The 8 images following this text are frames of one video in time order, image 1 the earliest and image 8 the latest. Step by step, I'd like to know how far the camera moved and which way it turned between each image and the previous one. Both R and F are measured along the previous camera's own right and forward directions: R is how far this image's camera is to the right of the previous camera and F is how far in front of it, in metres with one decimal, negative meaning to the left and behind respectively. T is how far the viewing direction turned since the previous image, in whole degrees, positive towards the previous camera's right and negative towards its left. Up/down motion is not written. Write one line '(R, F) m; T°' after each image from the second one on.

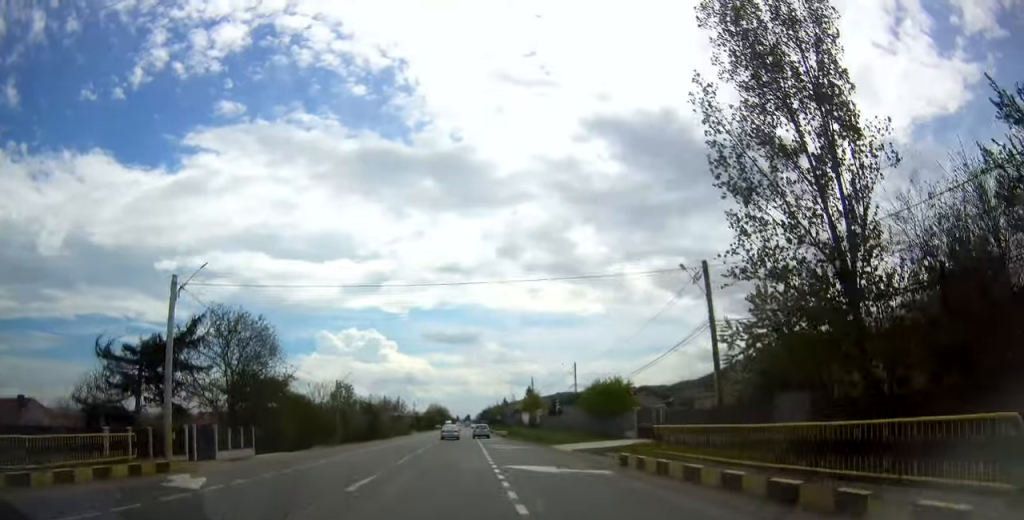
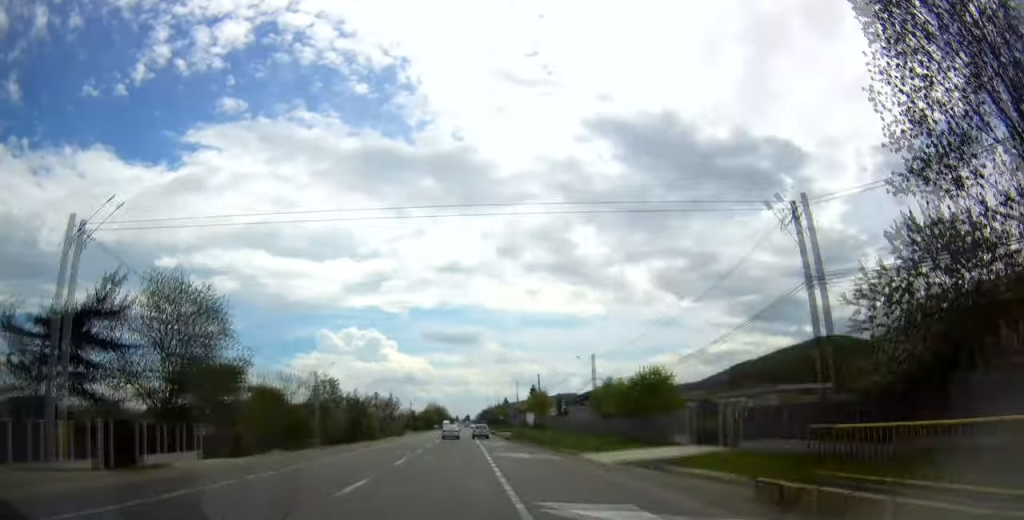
(+0.1, +9.8) m; +1°
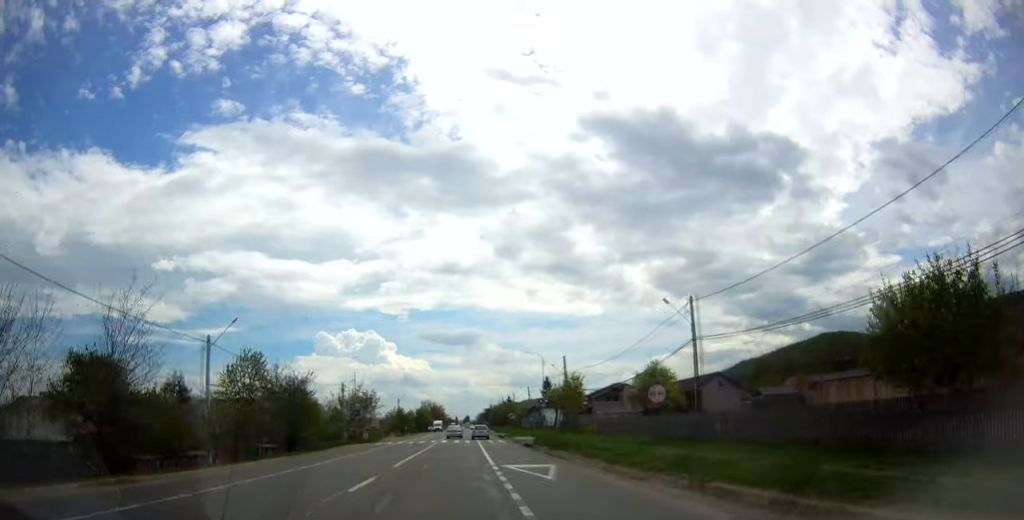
(+0.5, +26.2) m; +1°
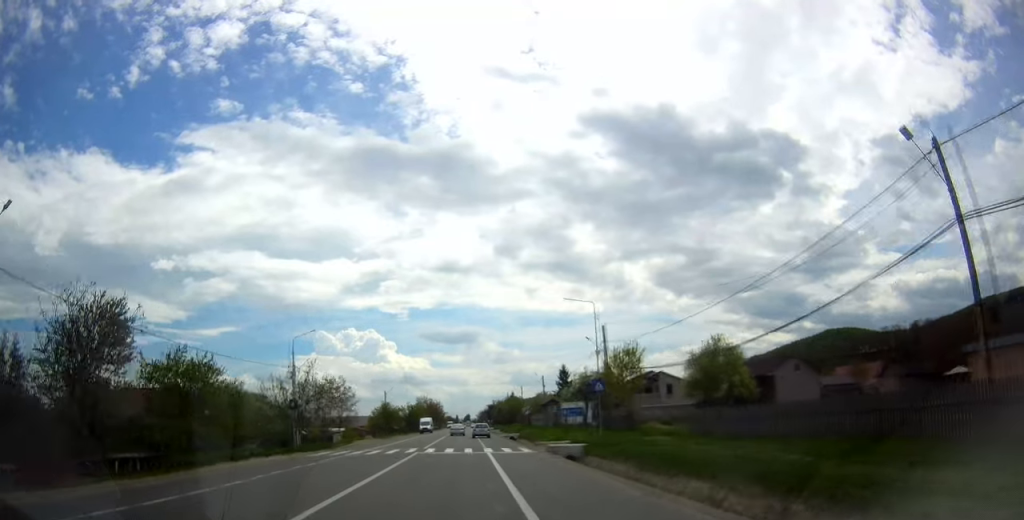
(-0.3, +20.5) m; -1°
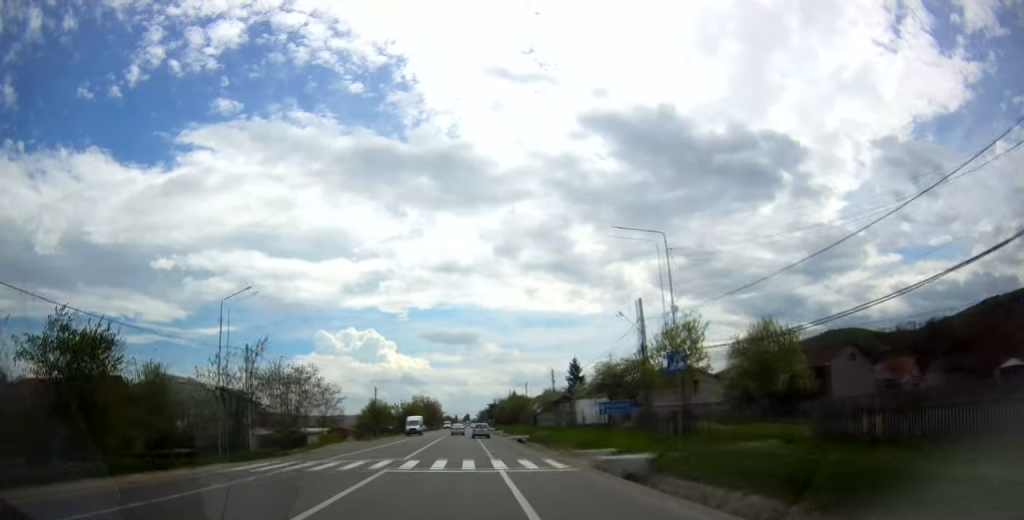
(-0.1, +10.7) m; 0°
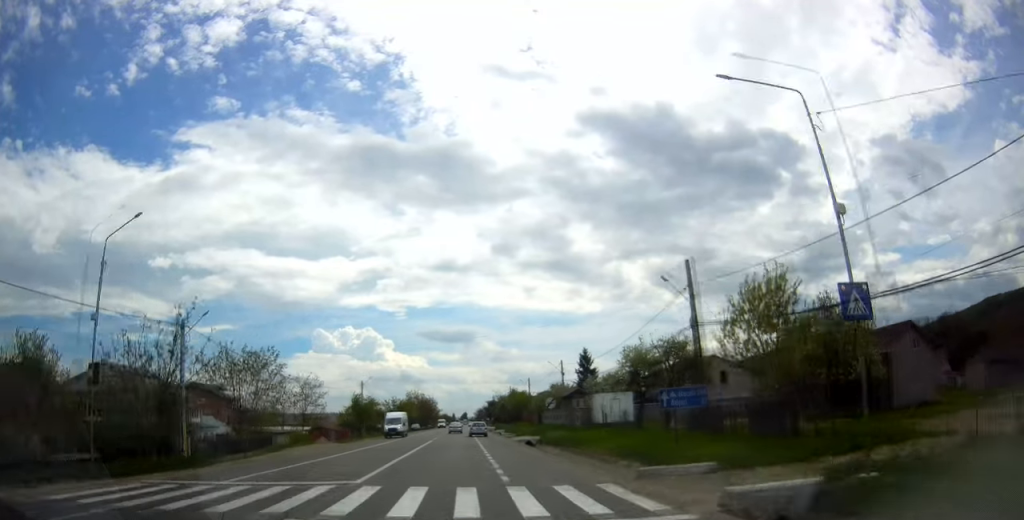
(-0.1, +9.9) m; +1°
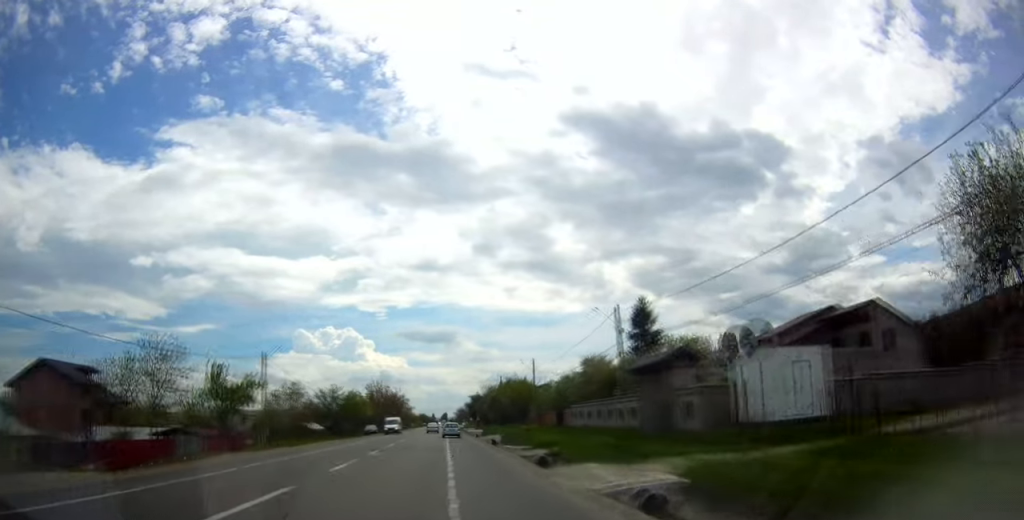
(+1.2, +34.6) m; +3°
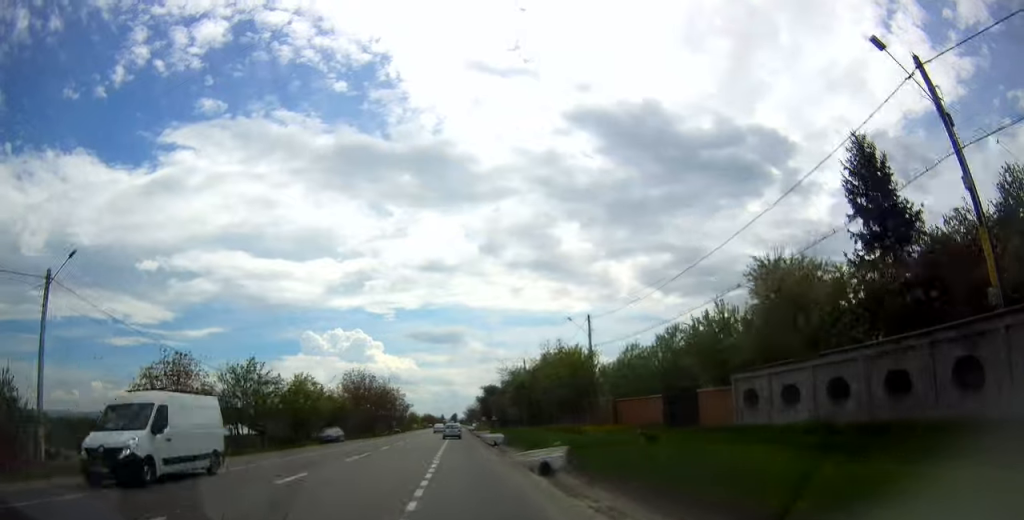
(0.0, +30.4) m; 0°
